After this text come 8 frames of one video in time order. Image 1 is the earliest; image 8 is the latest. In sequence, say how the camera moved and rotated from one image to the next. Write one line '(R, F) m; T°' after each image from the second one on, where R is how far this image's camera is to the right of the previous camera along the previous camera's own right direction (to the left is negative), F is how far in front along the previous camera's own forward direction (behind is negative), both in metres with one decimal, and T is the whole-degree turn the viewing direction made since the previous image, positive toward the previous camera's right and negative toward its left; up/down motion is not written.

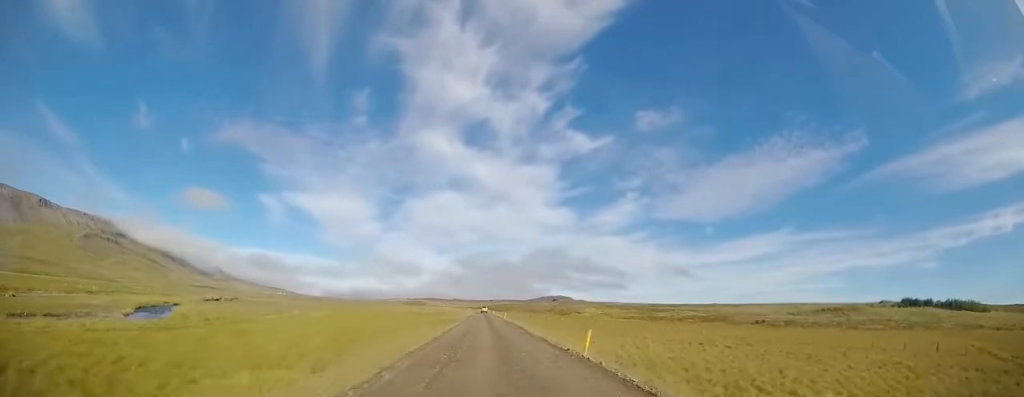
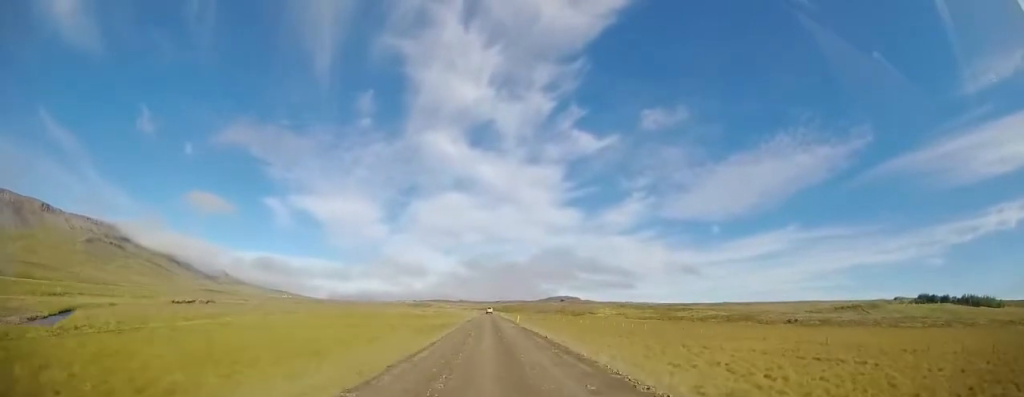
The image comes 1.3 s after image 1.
(-0.5, +16.9) m; -3°
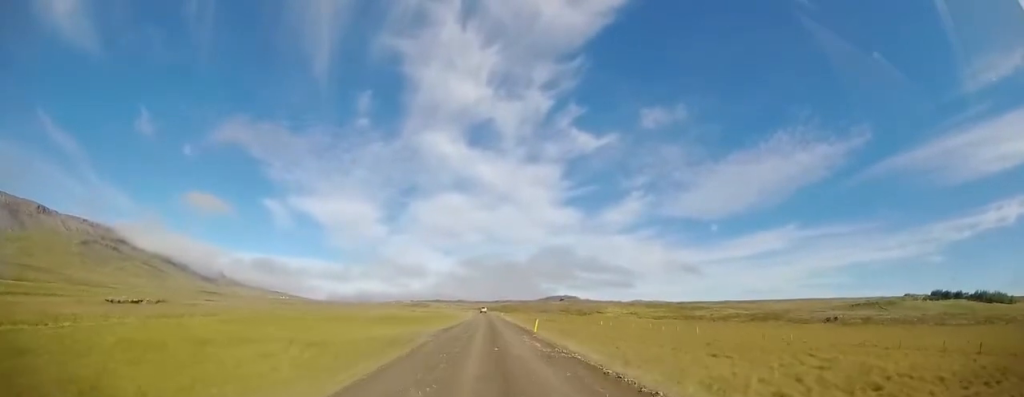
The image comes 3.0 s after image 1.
(0.0, +22.1) m; +1°
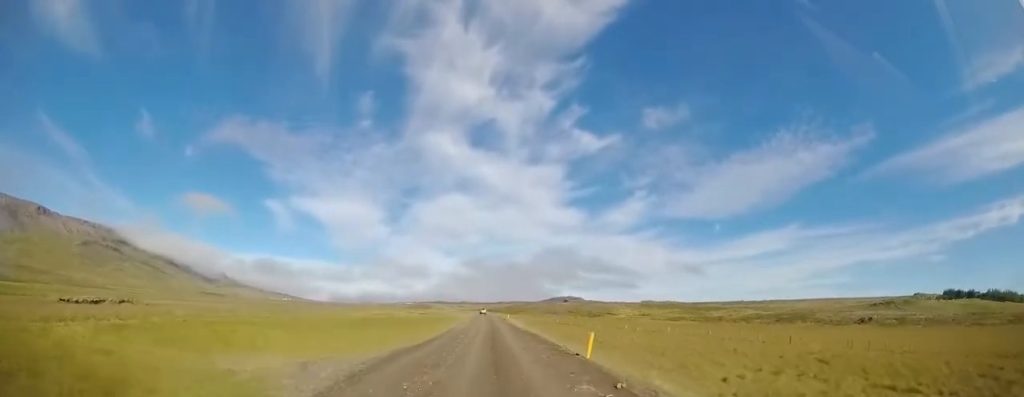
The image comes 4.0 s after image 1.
(0.0, +14.3) m; -1°
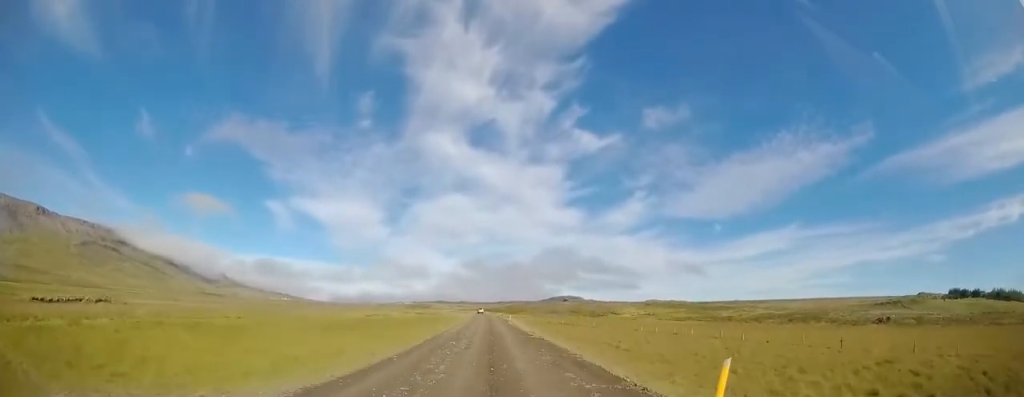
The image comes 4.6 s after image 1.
(-0.2, +8.1) m; -1°
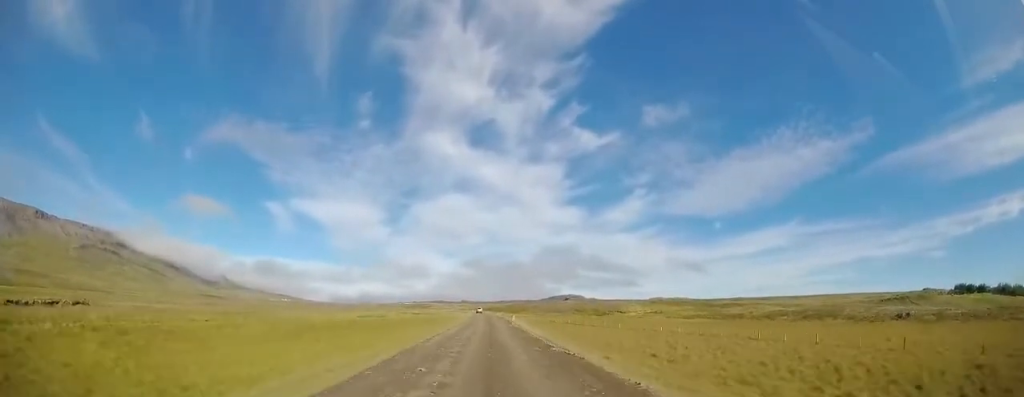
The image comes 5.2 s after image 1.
(+0.1, +7.3) m; 0°
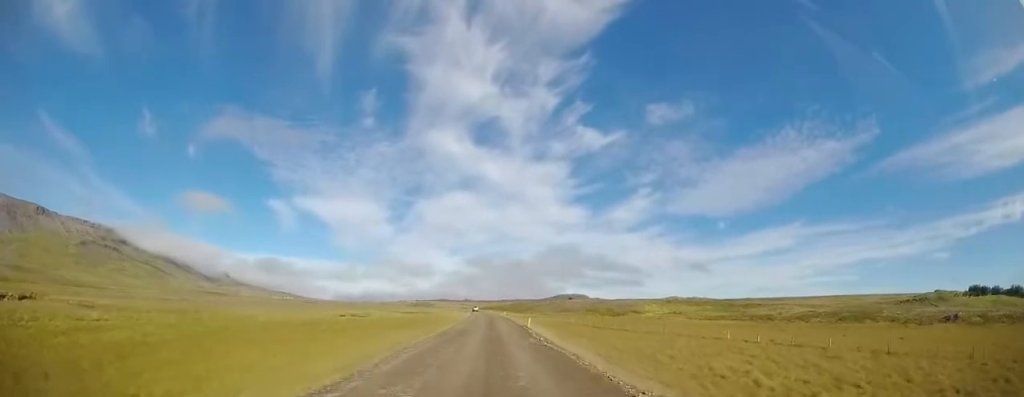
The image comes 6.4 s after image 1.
(-0.1, +17.2) m; 0°
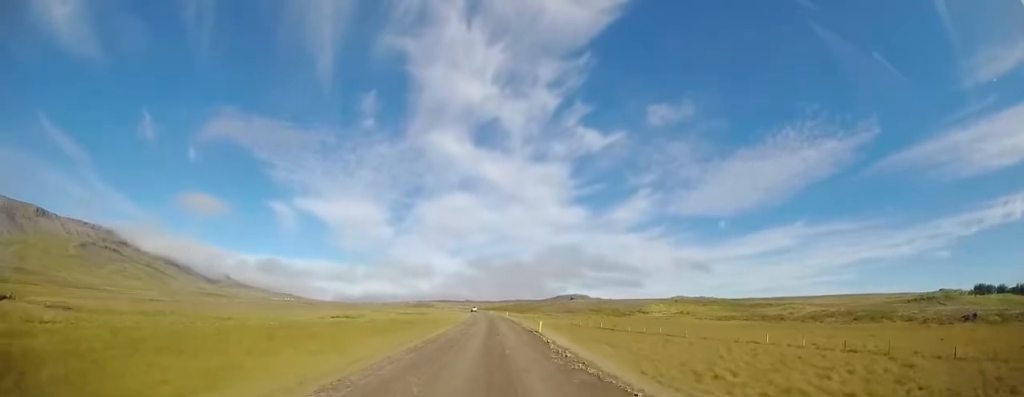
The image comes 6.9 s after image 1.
(0.0, +6.4) m; 0°
